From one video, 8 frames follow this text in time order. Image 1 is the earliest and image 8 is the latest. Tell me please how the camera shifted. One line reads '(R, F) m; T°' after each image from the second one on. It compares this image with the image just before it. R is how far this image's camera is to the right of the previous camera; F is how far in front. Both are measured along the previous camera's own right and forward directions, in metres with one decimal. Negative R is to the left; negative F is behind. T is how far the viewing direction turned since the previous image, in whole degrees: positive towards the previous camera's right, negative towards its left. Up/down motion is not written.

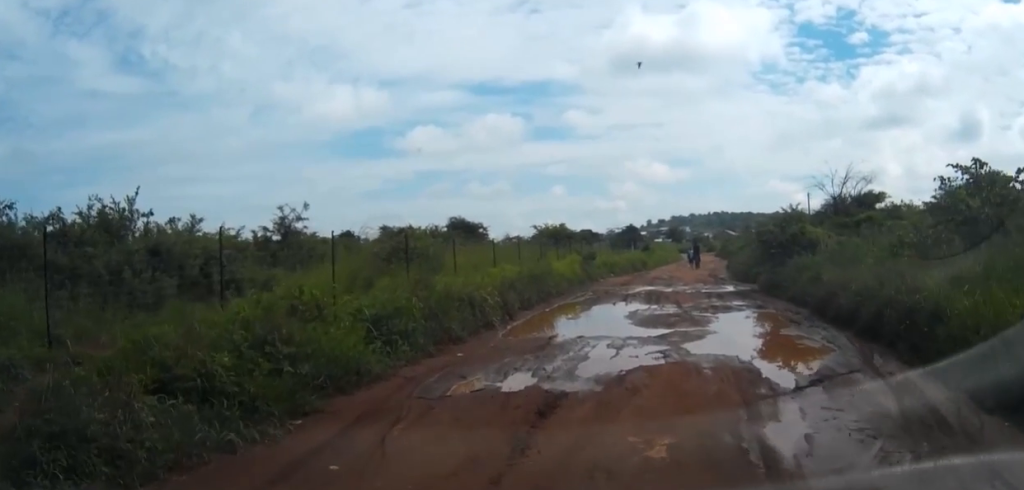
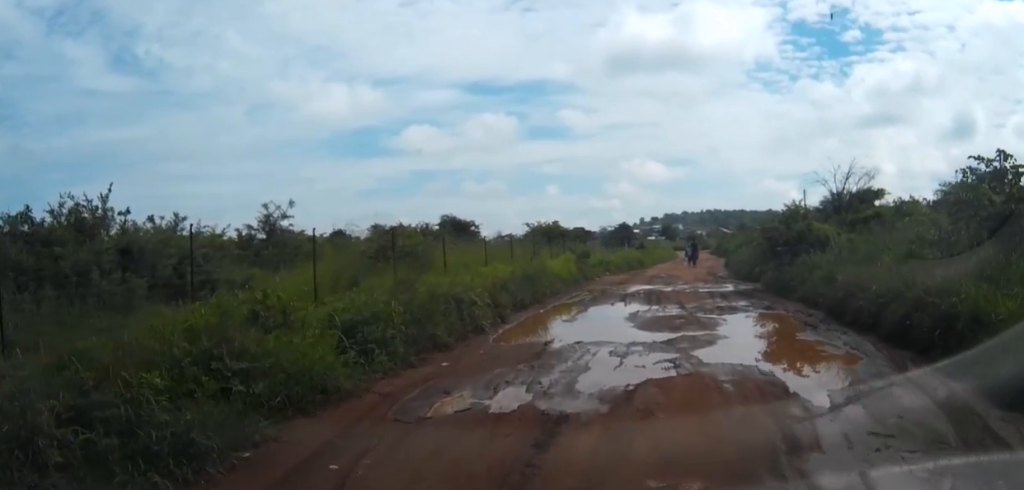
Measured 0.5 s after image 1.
(0.0, +1.1) m; -1°
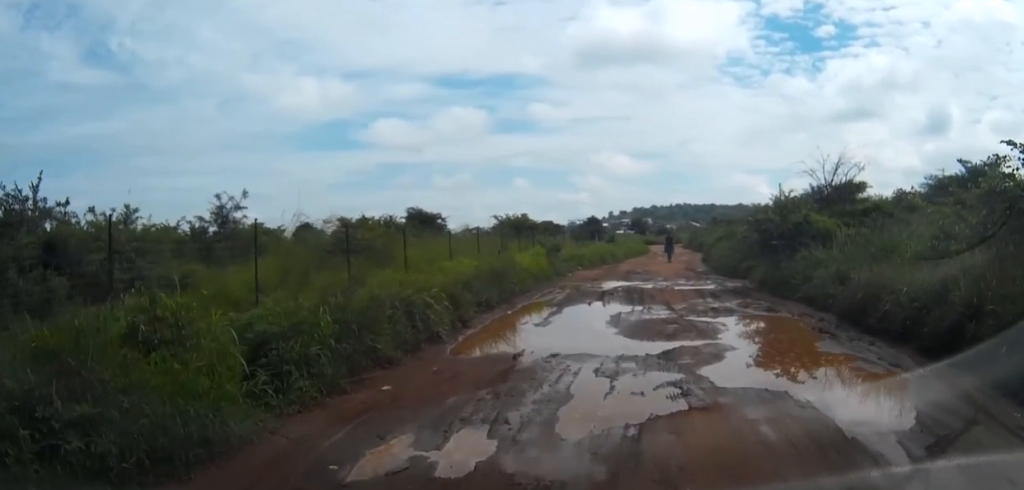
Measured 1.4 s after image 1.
(0.0, +2.3) m; 0°
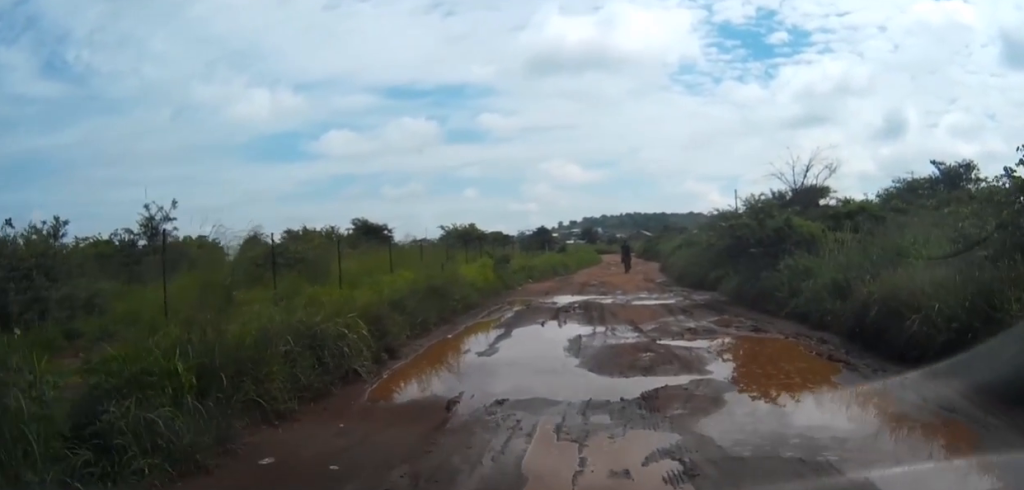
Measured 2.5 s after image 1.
(0.0, +2.5) m; +6°
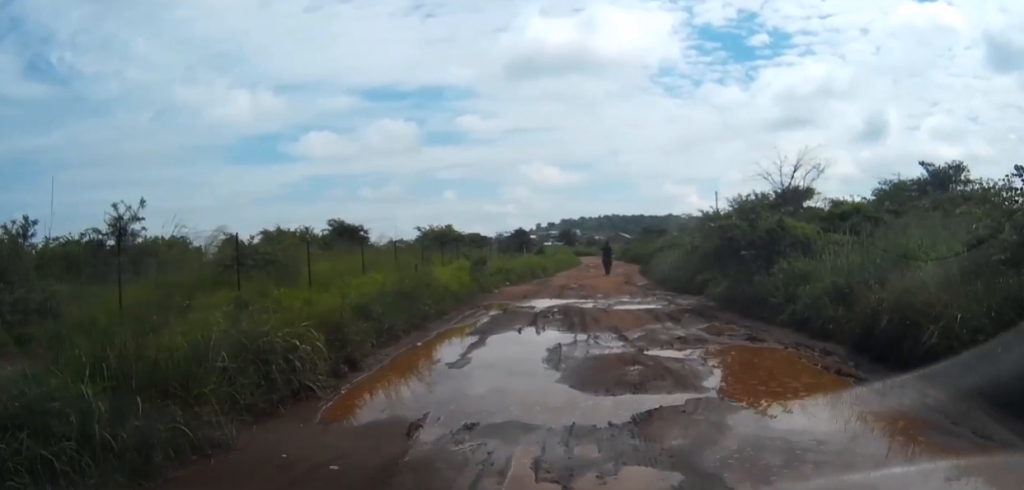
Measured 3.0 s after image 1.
(+0.1, +1.0) m; +3°
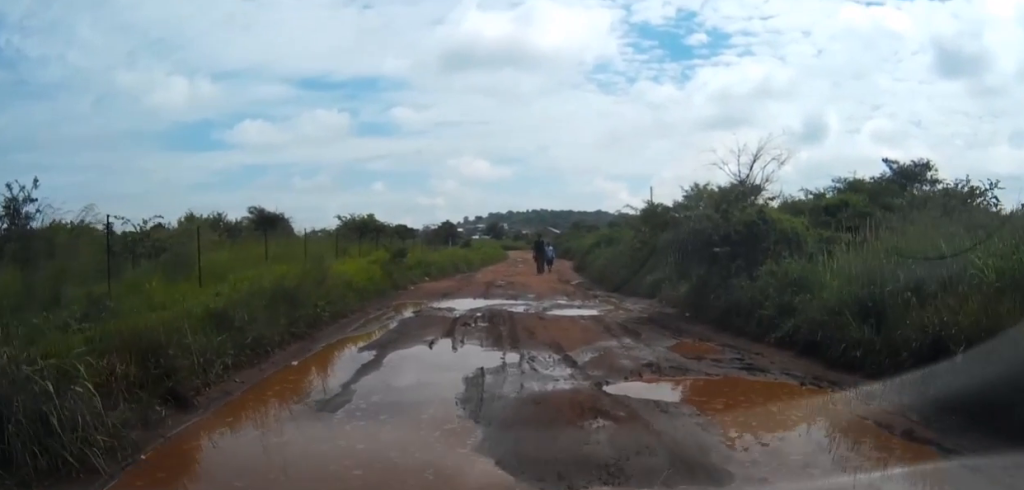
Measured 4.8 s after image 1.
(+0.2, +3.3) m; +8°
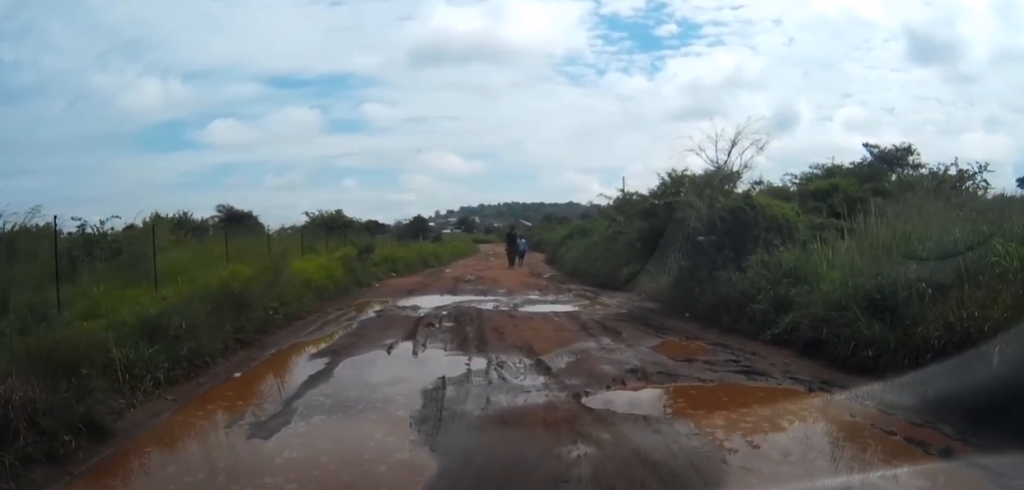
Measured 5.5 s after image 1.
(0.0, +1.0) m; +3°
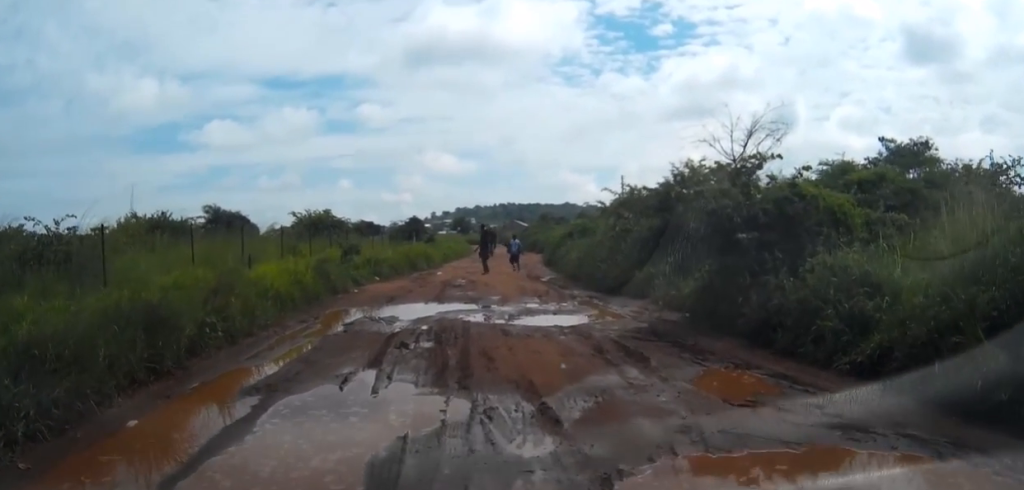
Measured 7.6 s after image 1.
(+0.1, +2.7) m; 0°
